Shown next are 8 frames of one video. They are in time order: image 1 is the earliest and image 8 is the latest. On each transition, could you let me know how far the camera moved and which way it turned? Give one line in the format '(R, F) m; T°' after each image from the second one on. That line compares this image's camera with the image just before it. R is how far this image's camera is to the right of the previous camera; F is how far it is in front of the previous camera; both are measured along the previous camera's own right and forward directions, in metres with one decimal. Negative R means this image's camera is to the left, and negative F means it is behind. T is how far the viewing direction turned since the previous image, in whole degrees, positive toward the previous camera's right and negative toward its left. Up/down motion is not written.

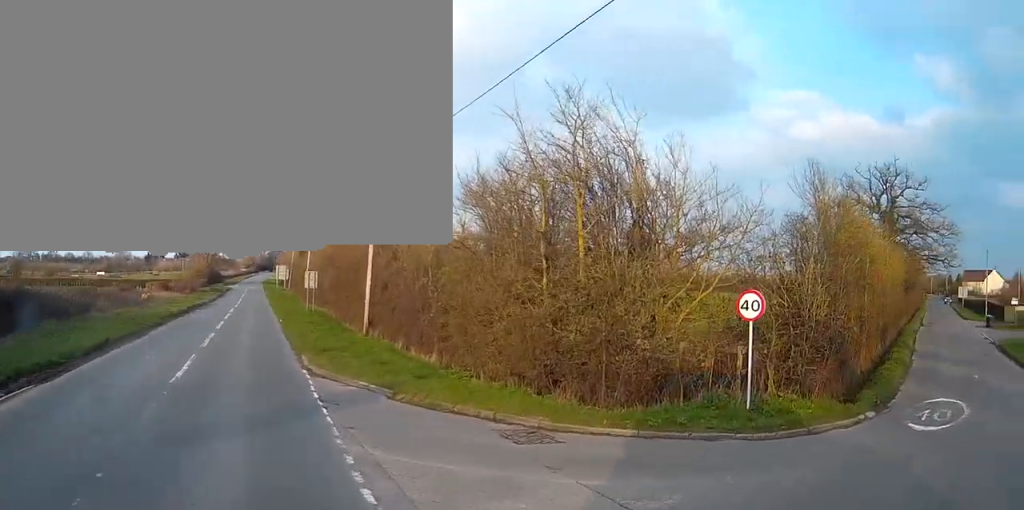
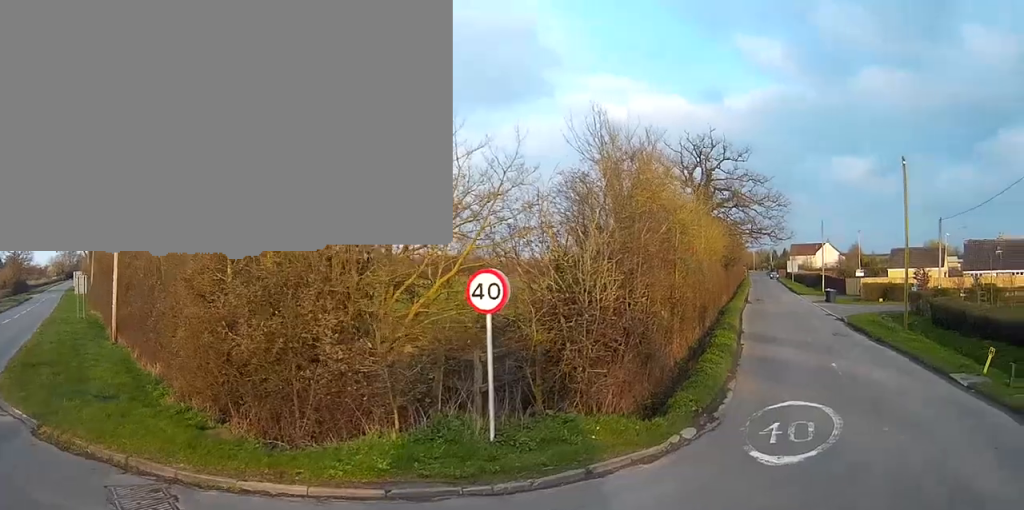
(+0.5, +4.3) m; +13°
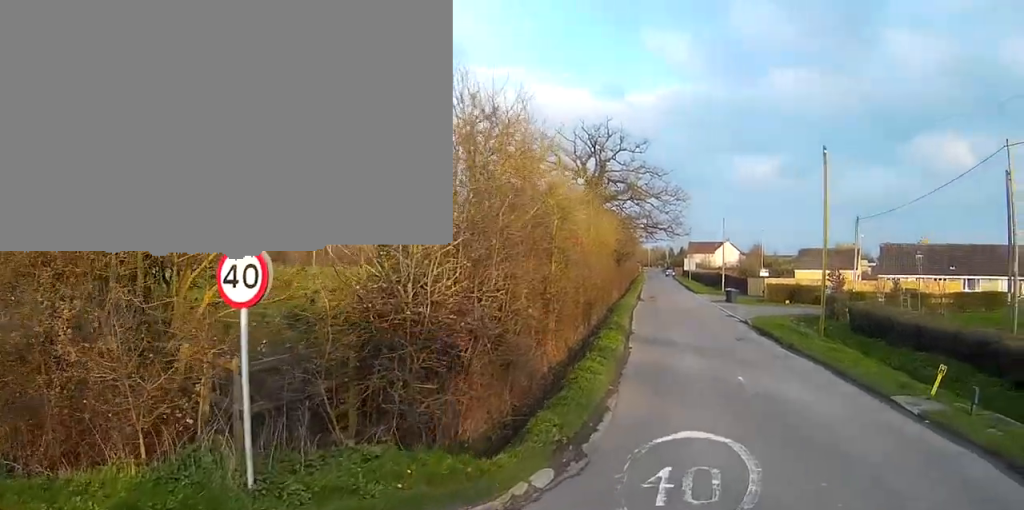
(+0.3, +2.9) m; +7°
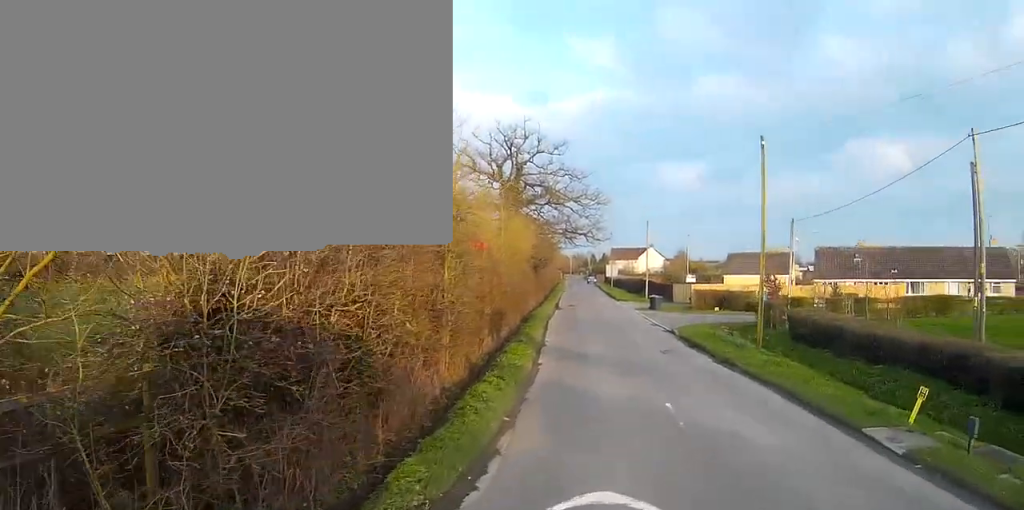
(+0.2, +2.6) m; +6°
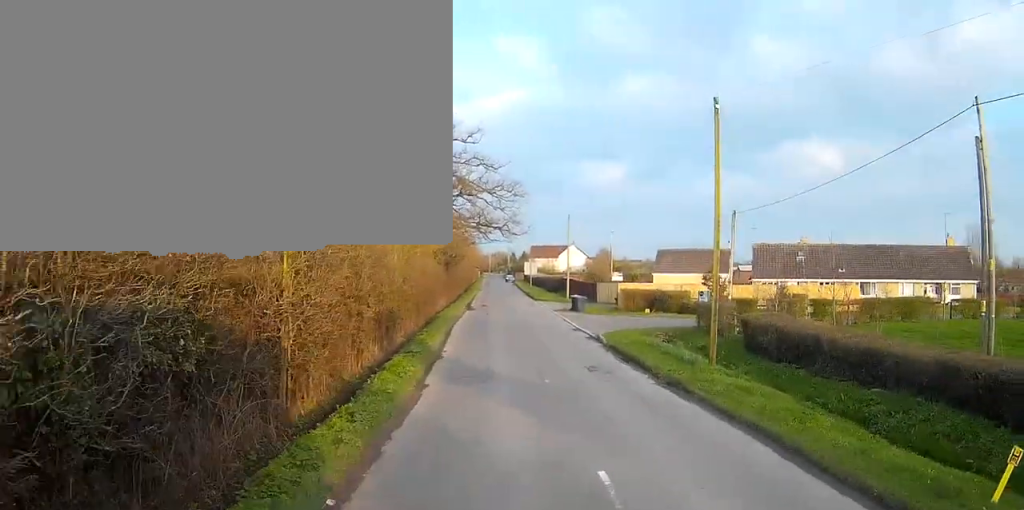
(+0.3, +4.7) m; +4°
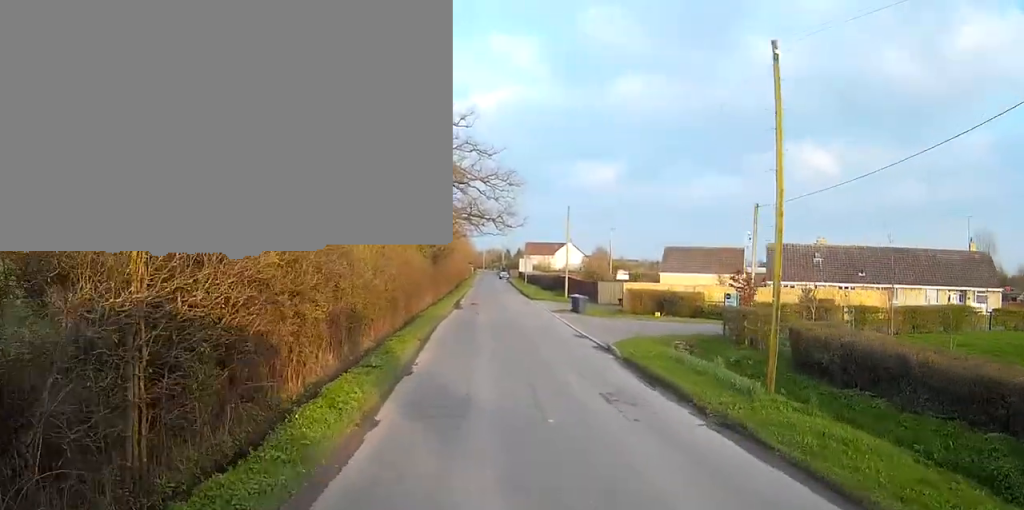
(+0.1, +4.8) m; +3°
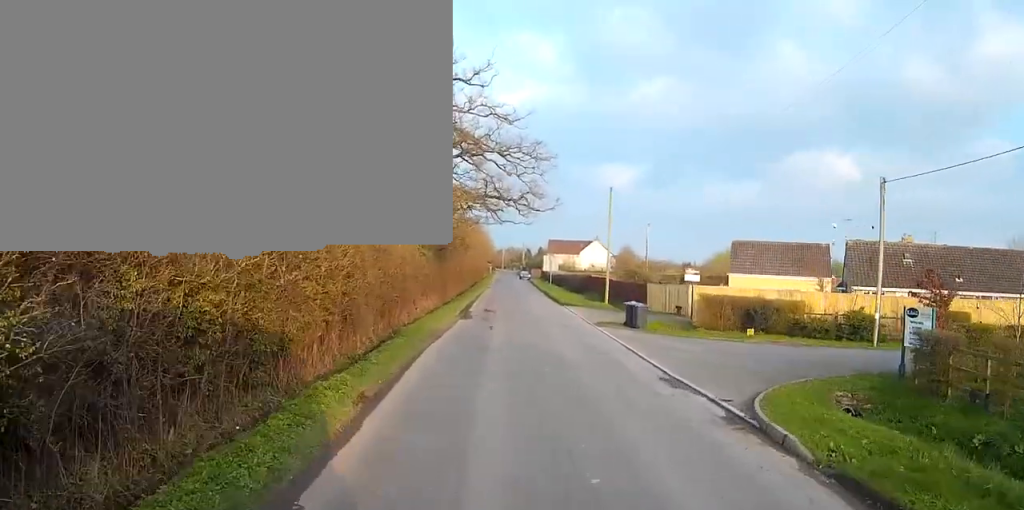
(+0.6, +11.7) m; +4°
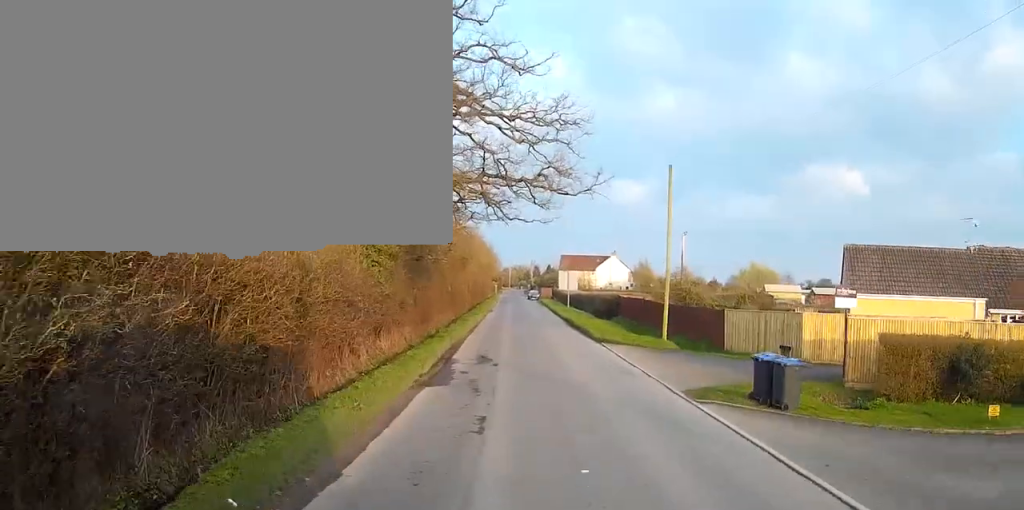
(-0.3, +15.6) m; -1°
